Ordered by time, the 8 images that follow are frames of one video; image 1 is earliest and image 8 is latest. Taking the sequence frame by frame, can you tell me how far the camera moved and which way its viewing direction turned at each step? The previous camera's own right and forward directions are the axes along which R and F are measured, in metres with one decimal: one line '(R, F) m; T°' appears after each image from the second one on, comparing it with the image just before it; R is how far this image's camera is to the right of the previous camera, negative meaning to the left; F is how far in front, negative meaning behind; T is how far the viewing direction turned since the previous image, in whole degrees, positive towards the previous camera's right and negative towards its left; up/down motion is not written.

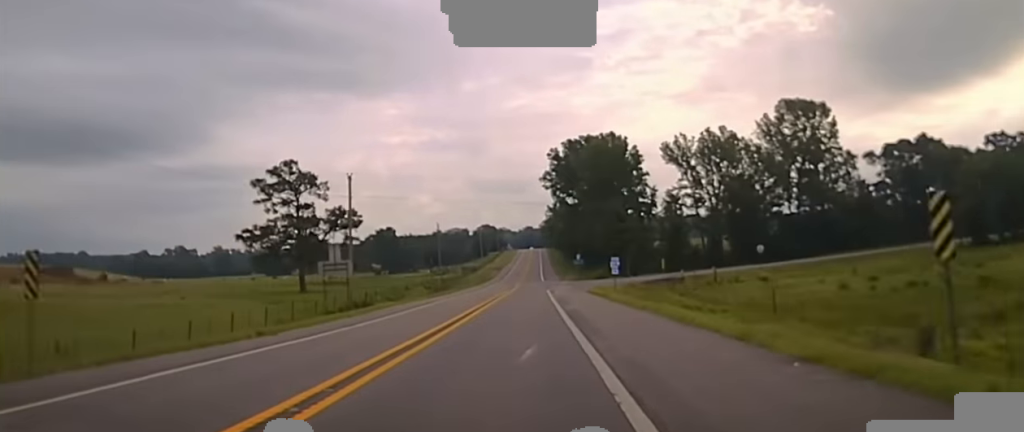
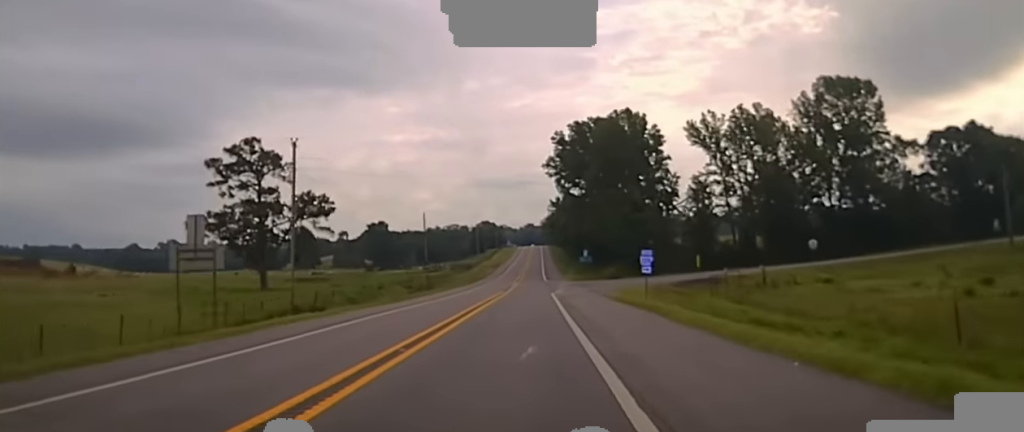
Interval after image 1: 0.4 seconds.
(0.0, +20.7) m; 0°
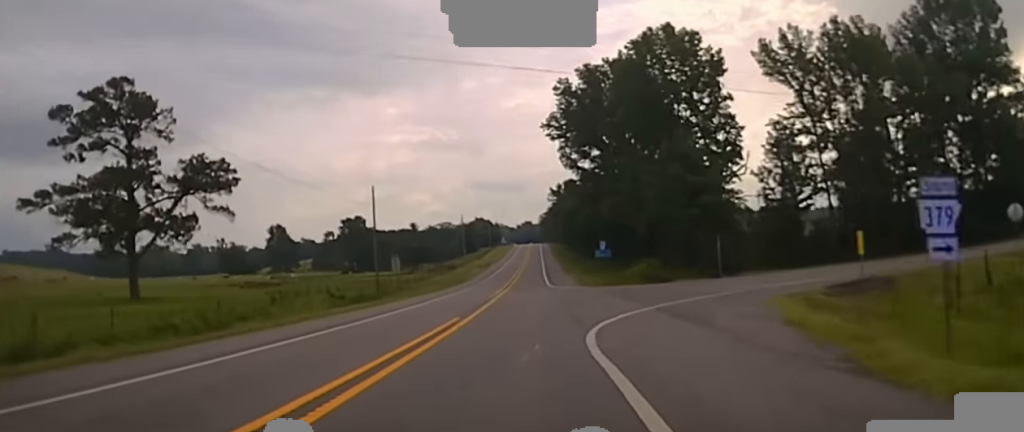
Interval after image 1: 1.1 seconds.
(0.0, +32.6) m; 0°
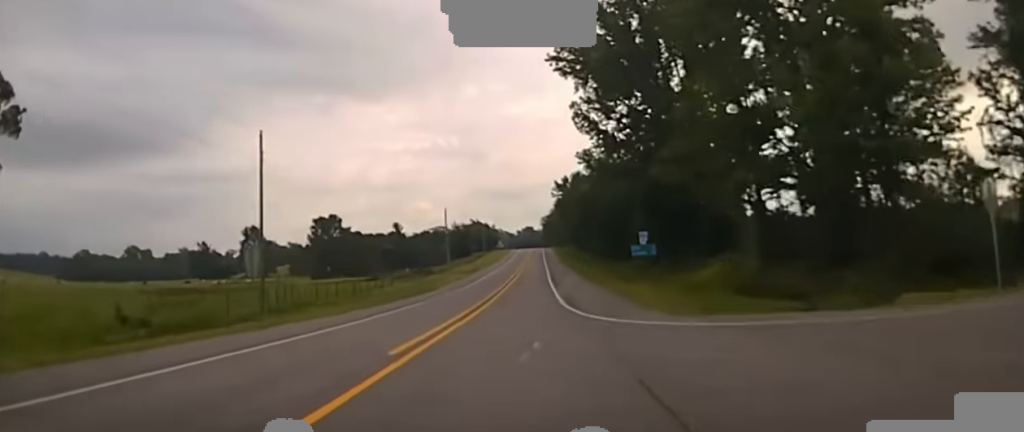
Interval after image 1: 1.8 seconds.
(0.0, +34.6) m; 0°
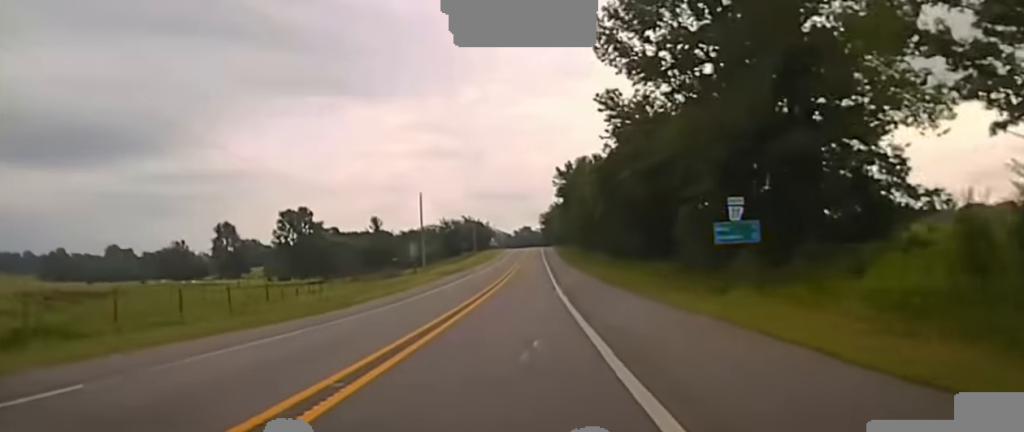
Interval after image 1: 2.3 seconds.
(0.0, +27.3) m; 0°
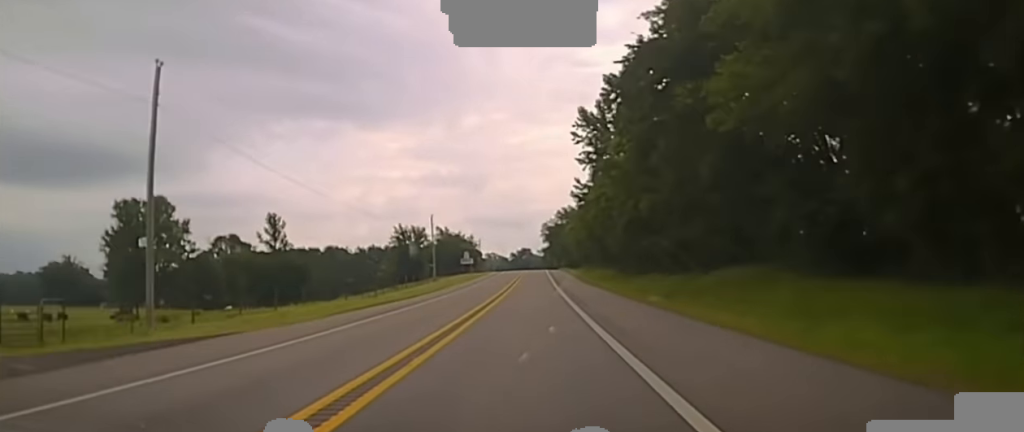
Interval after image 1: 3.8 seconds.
(+0.1, +80.0) m; 0°
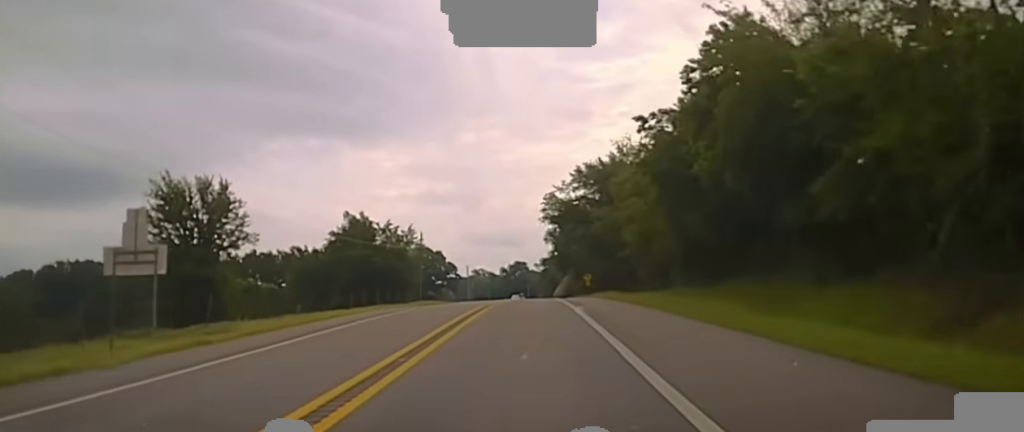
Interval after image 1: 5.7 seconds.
(+0.5, +106.8) m; +1°
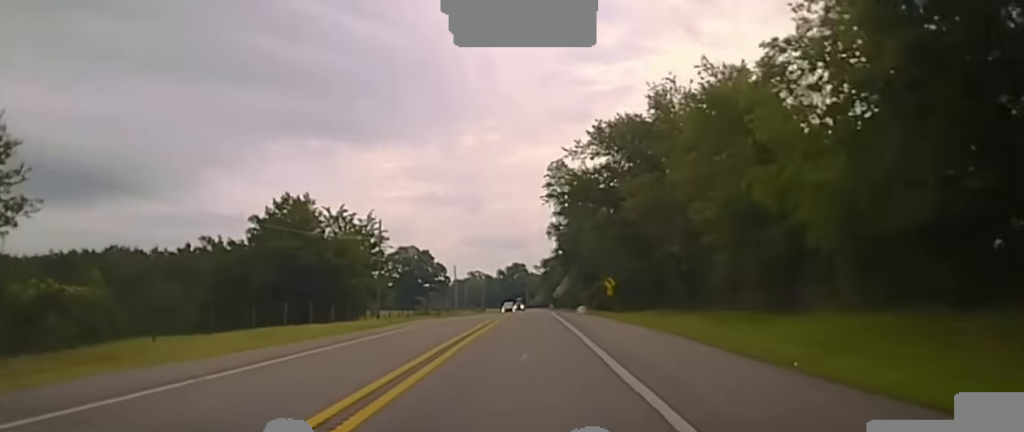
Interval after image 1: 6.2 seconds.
(0.0, +29.9) m; 0°
